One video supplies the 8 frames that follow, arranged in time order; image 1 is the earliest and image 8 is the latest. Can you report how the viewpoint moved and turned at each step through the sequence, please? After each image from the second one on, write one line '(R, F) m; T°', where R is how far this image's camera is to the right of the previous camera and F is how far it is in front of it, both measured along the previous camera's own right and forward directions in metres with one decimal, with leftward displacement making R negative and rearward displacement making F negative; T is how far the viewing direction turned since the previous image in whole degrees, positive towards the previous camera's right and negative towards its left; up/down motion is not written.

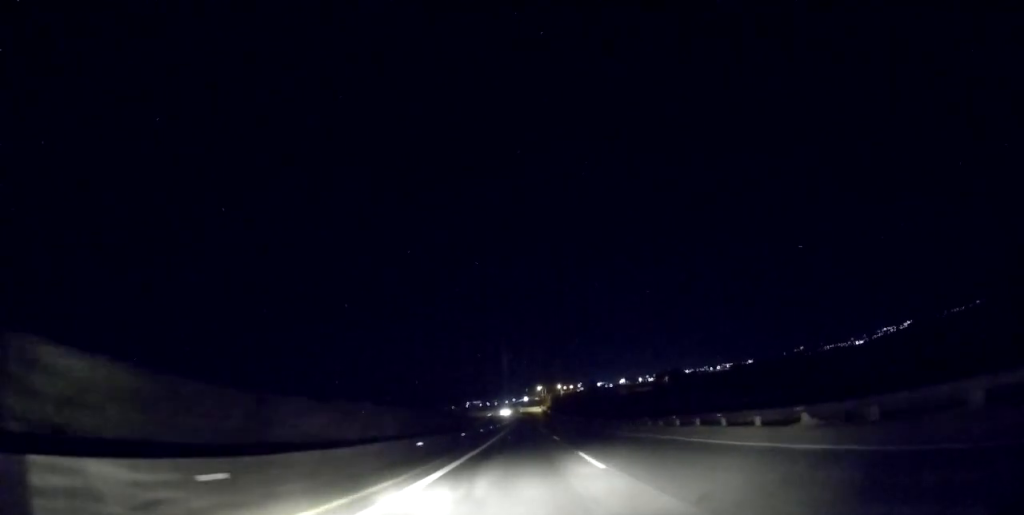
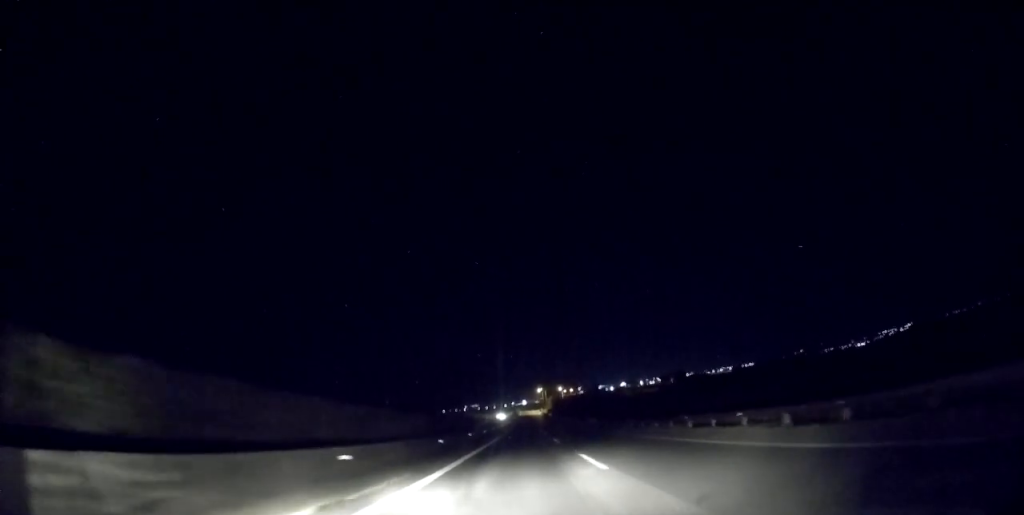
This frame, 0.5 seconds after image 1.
(-0.1, +18.6) m; 0°
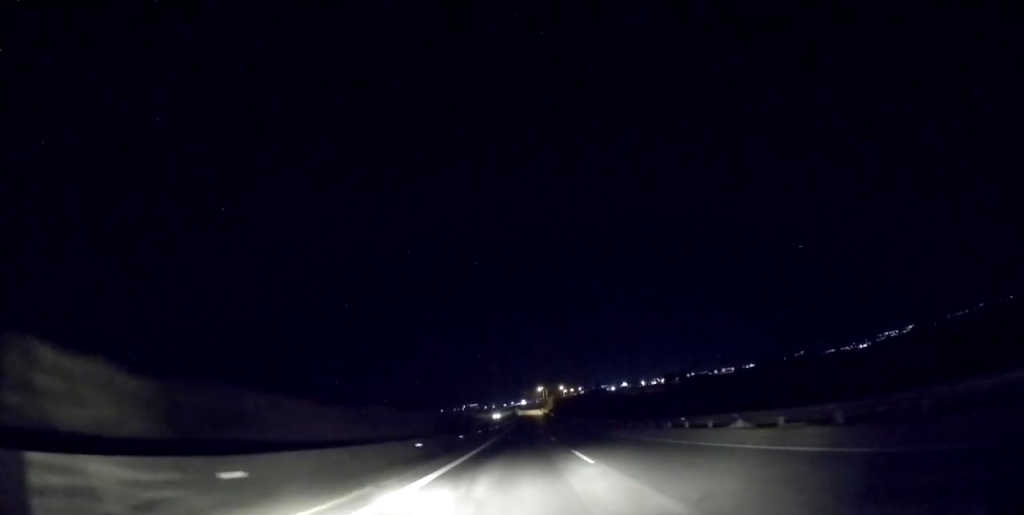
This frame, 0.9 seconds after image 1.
(+0.1, +15.6) m; 0°
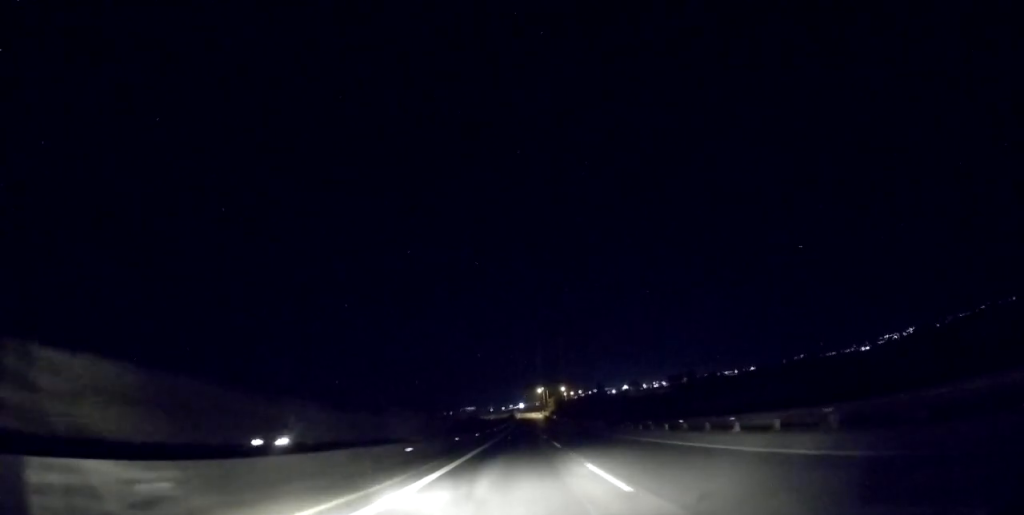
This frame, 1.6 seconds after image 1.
(+0.1, +24.1) m; 0°
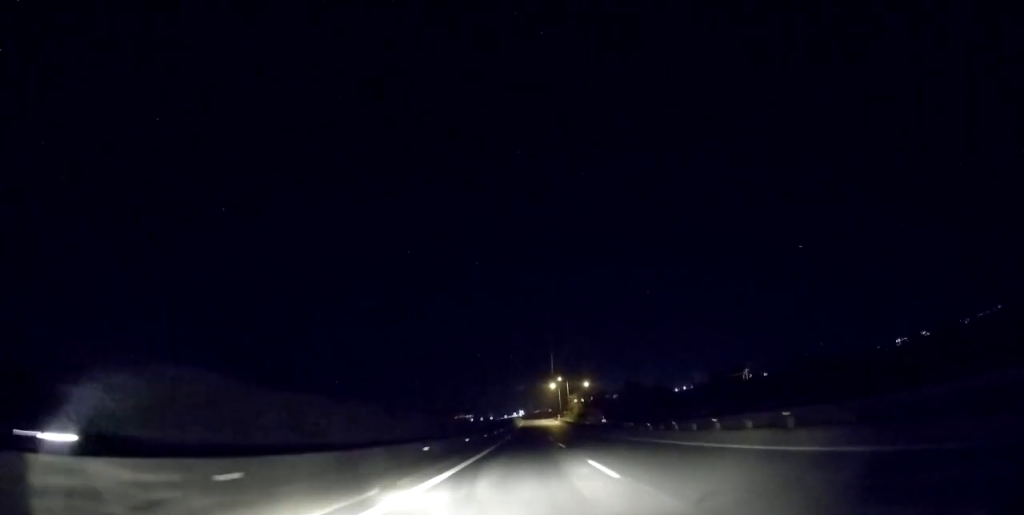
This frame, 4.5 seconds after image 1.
(-0.6, +105.2) m; 0°
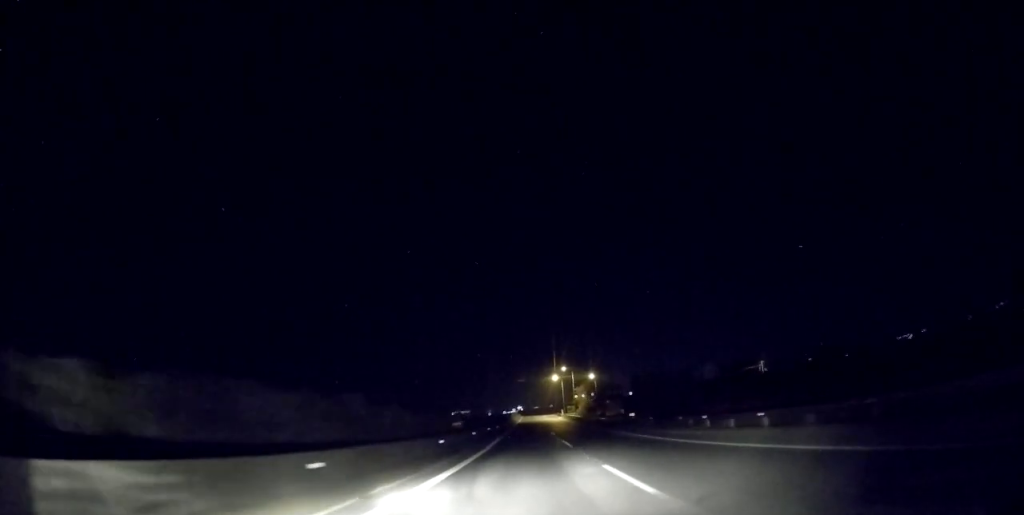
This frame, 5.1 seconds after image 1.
(+0.2, +21.6) m; 0°
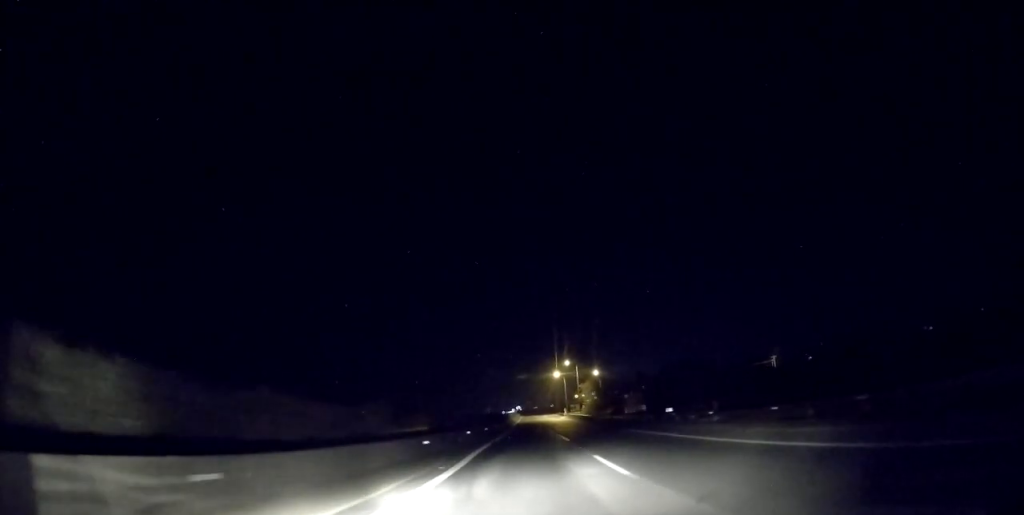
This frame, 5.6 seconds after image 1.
(+0.1, +15.1) m; 0°
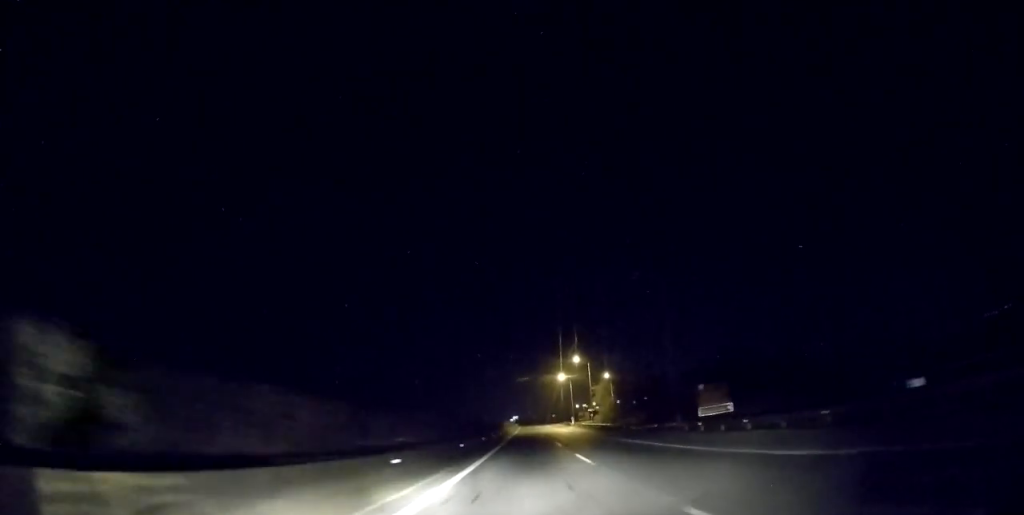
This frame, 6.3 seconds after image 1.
(0.0, +28.4) m; 0°
